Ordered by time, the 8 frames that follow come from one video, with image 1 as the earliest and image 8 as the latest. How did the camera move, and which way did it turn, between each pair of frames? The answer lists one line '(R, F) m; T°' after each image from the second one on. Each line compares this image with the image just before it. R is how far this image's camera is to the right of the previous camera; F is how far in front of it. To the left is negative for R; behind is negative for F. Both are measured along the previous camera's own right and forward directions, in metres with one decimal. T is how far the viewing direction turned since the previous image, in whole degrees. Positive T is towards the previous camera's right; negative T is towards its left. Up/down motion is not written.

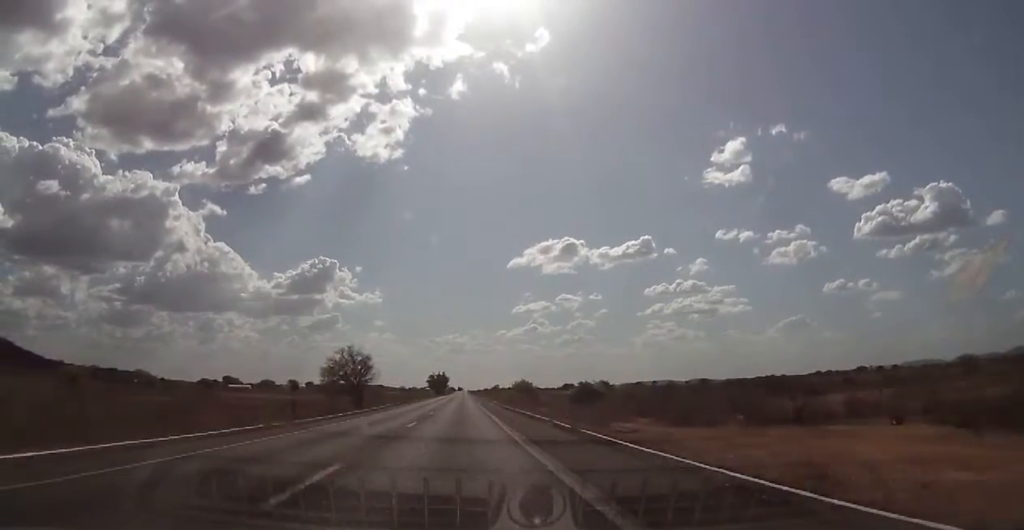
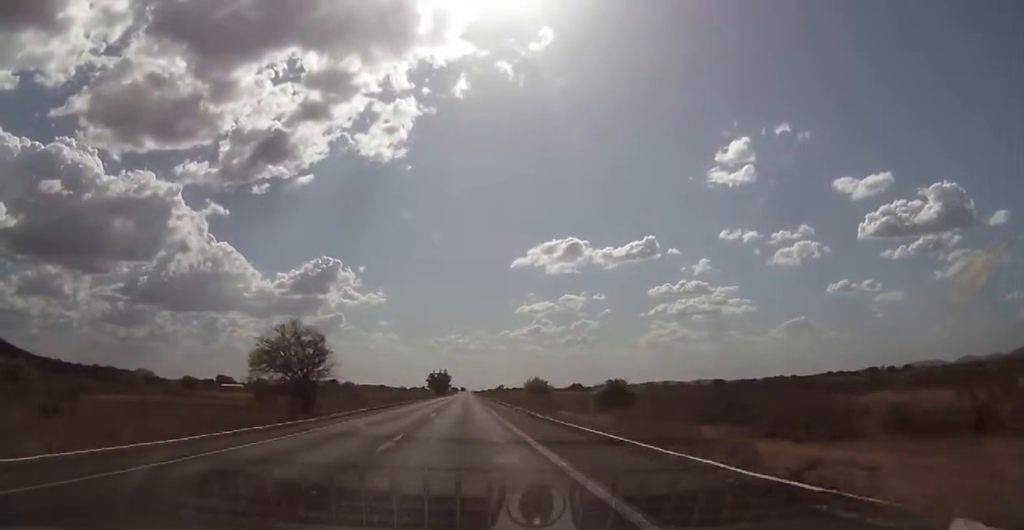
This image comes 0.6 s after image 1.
(0.0, +23.9) m; 0°
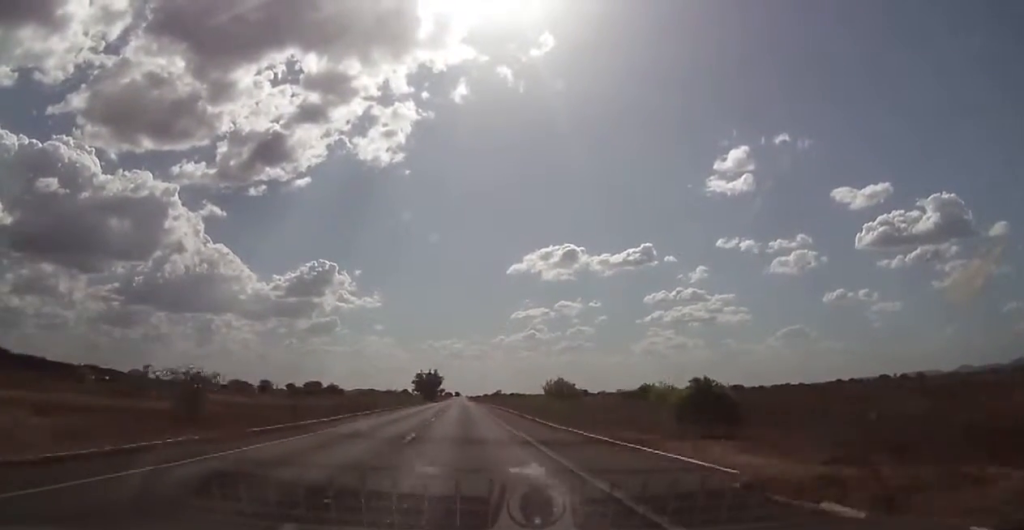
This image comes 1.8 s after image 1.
(-0.3, +44.2) m; 0°
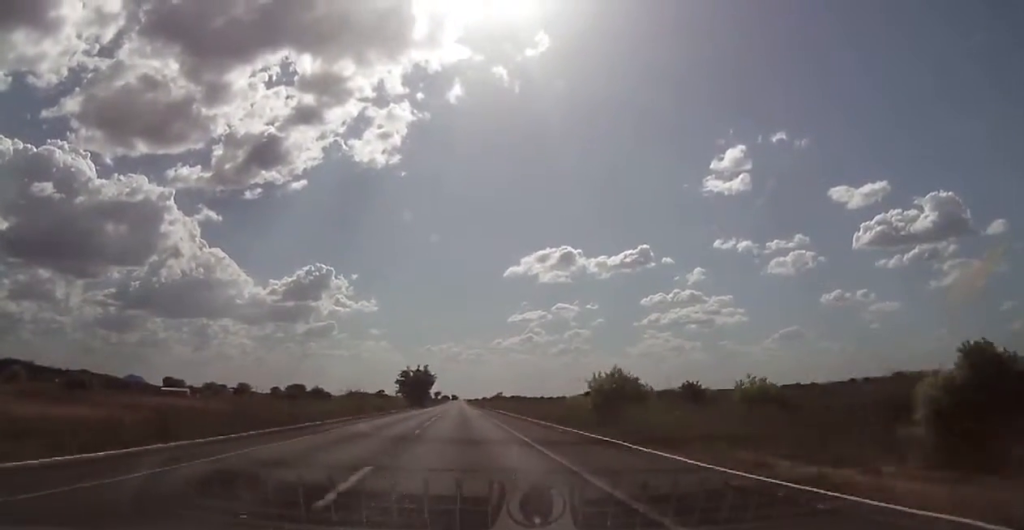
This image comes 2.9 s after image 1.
(+0.2, +41.9) m; 0°
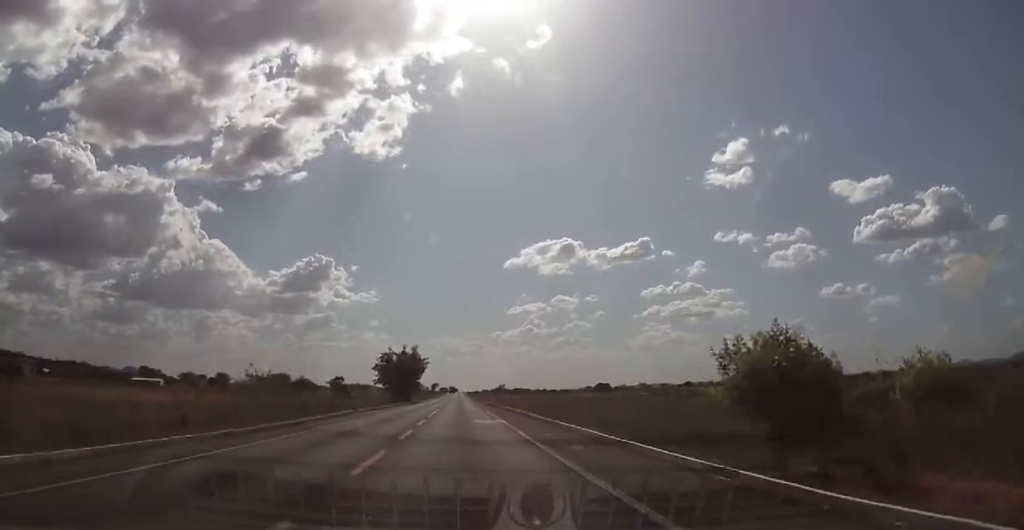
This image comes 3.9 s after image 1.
(0.0, +36.9) m; 0°
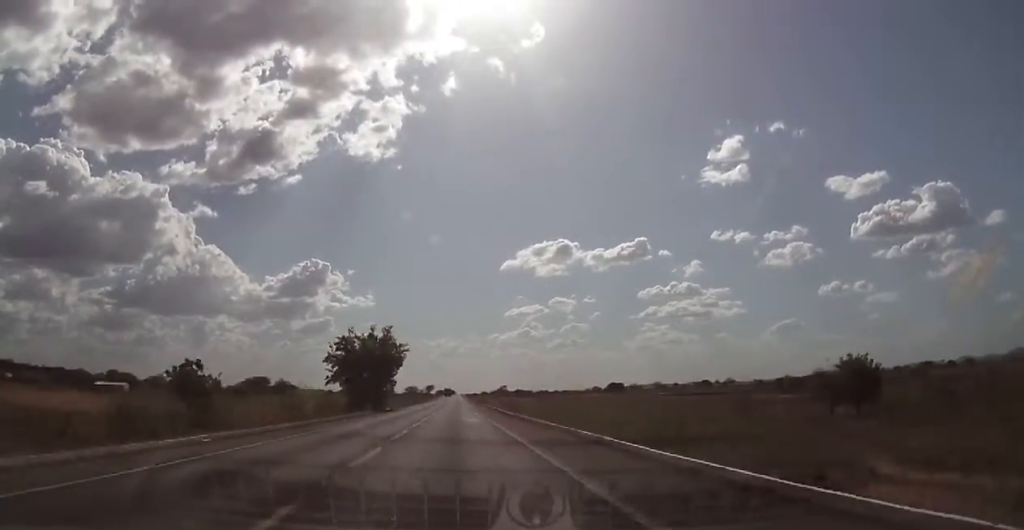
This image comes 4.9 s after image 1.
(+0.3, +38.2) m; 0°
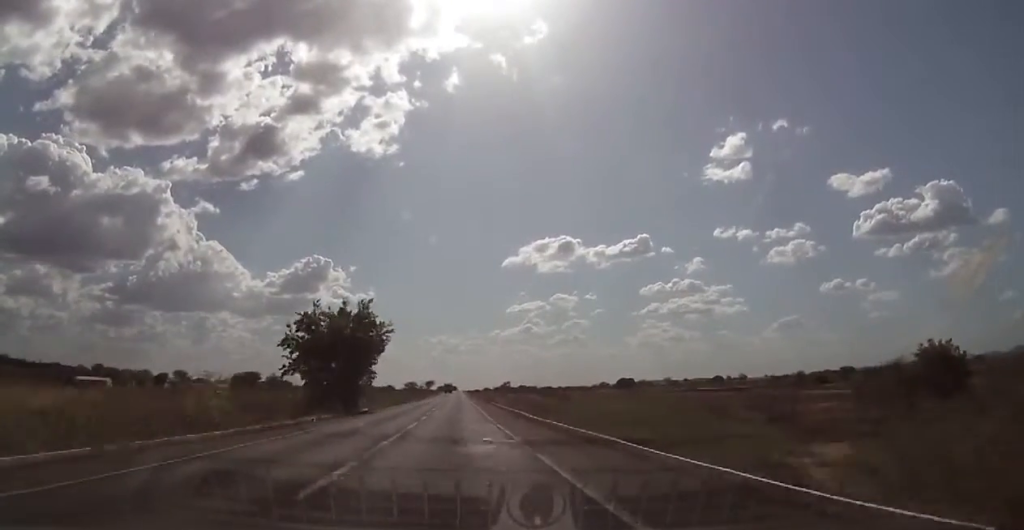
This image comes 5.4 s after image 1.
(+0.2, +19.1) m; -1°
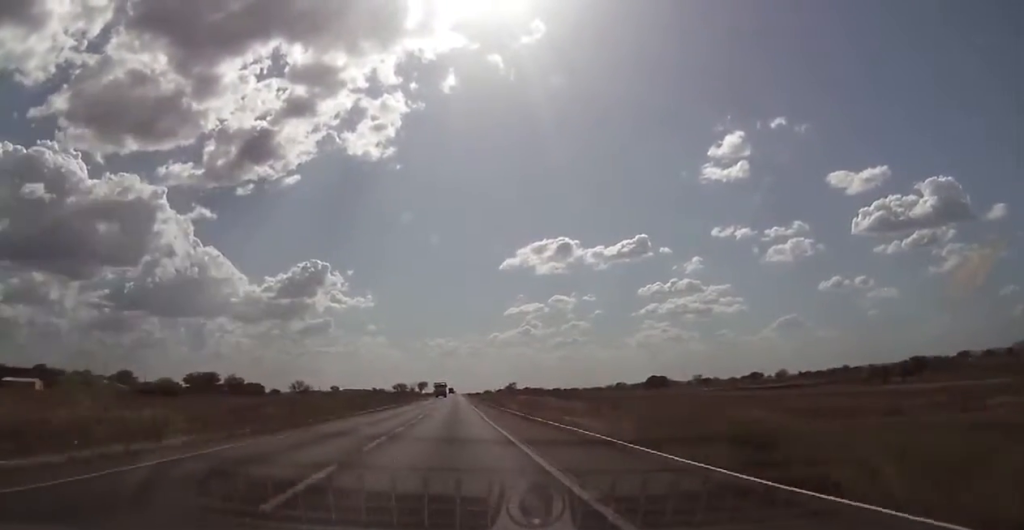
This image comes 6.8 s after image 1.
(-0.4, +56.0) m; 0°
